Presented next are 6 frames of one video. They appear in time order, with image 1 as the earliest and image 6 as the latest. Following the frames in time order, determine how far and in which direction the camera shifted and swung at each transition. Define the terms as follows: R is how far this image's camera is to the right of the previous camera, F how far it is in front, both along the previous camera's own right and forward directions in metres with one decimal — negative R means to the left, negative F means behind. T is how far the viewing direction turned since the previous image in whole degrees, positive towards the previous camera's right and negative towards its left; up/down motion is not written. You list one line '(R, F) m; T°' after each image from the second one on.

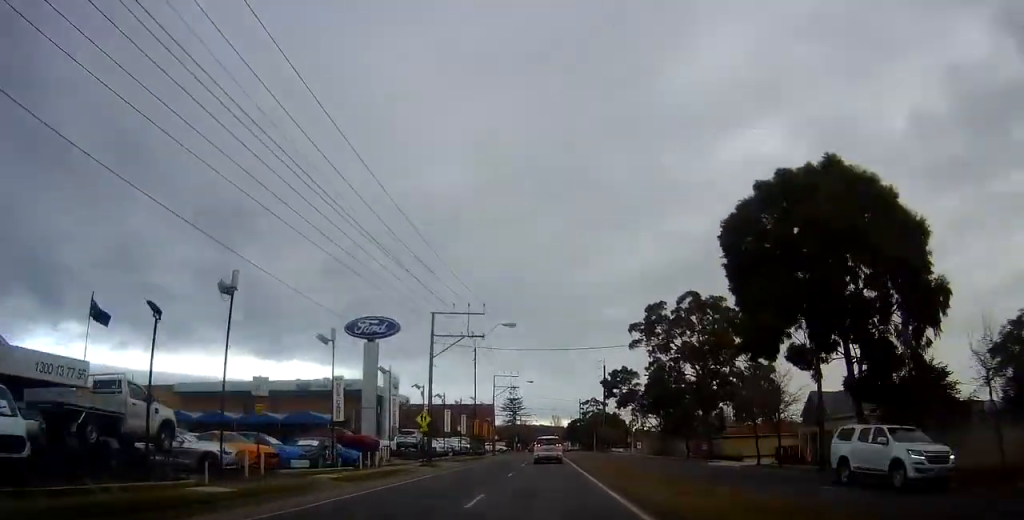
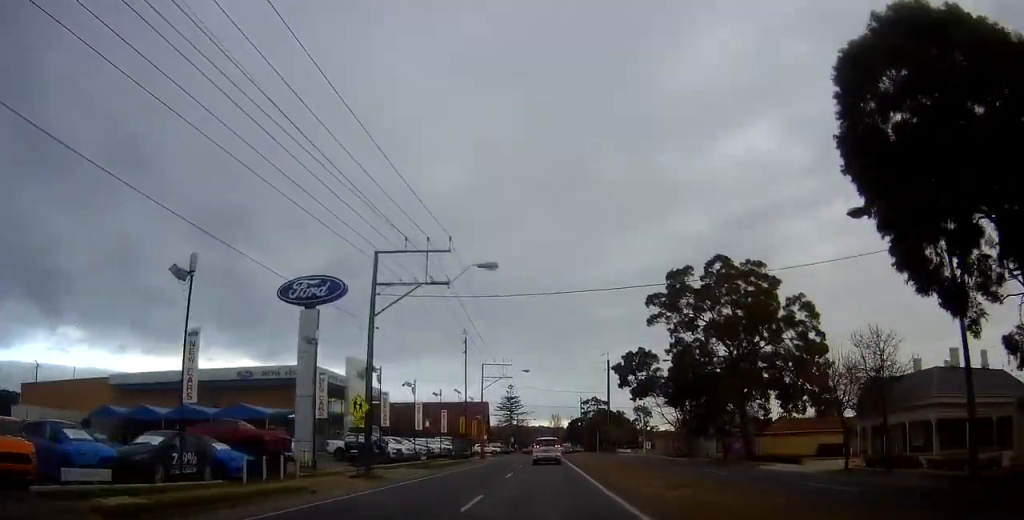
(-0.1, +11.9) m; +3°
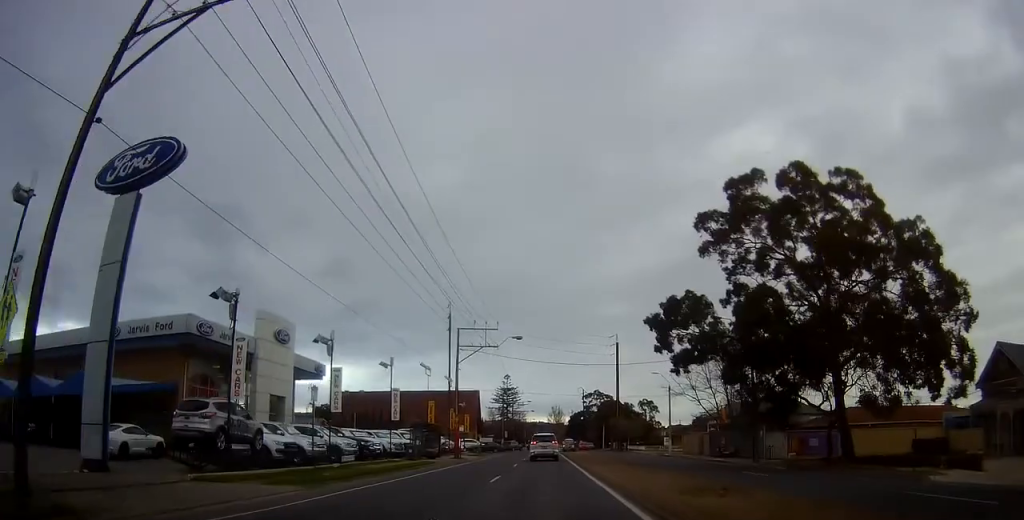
(+0.9, +17.2) m; +2°
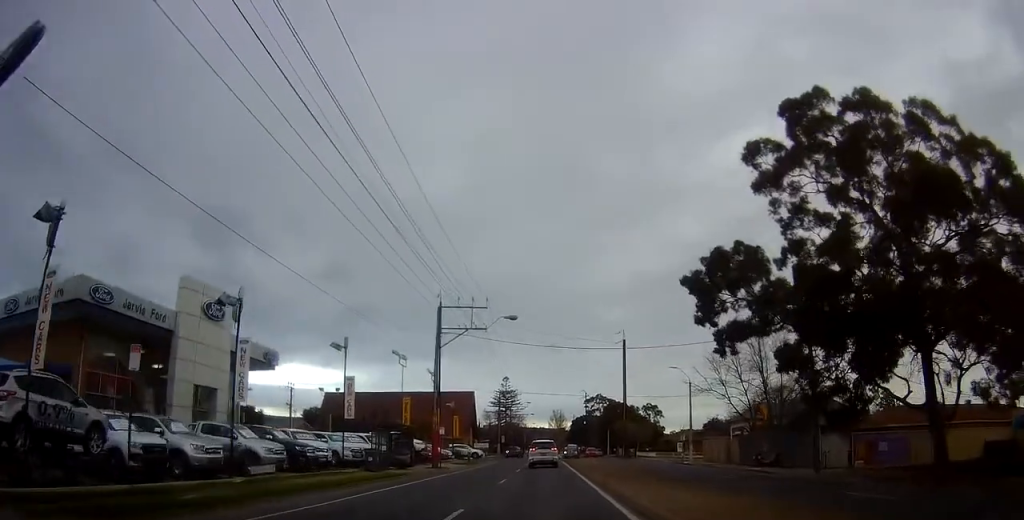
(-0.2, +9.0) m; 0°
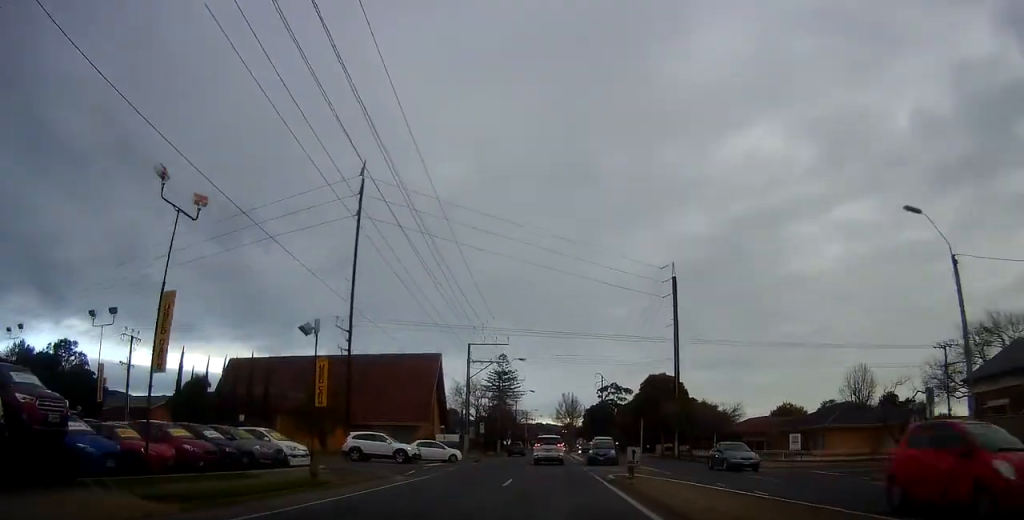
(-1.0, +38.4) m; -3°
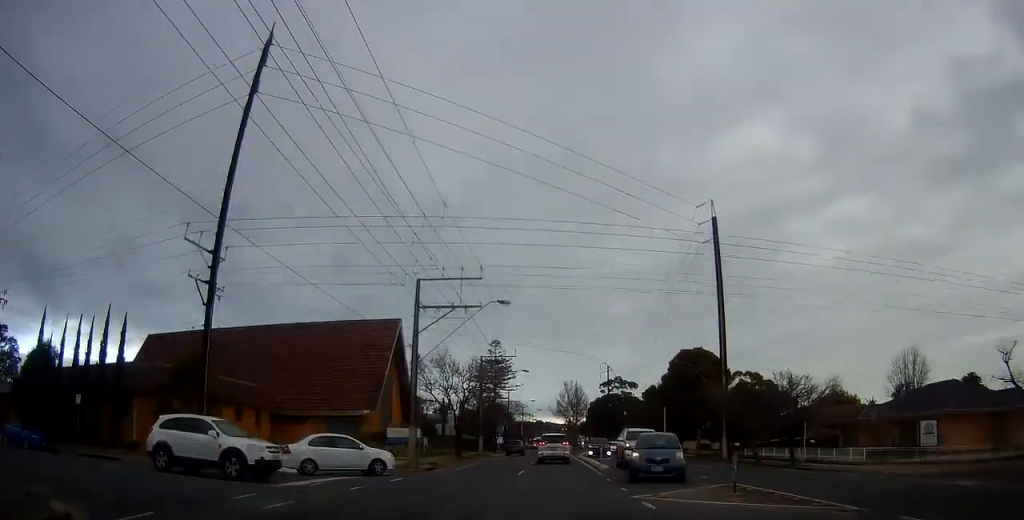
(+0.4, +18.2) m; 0°
